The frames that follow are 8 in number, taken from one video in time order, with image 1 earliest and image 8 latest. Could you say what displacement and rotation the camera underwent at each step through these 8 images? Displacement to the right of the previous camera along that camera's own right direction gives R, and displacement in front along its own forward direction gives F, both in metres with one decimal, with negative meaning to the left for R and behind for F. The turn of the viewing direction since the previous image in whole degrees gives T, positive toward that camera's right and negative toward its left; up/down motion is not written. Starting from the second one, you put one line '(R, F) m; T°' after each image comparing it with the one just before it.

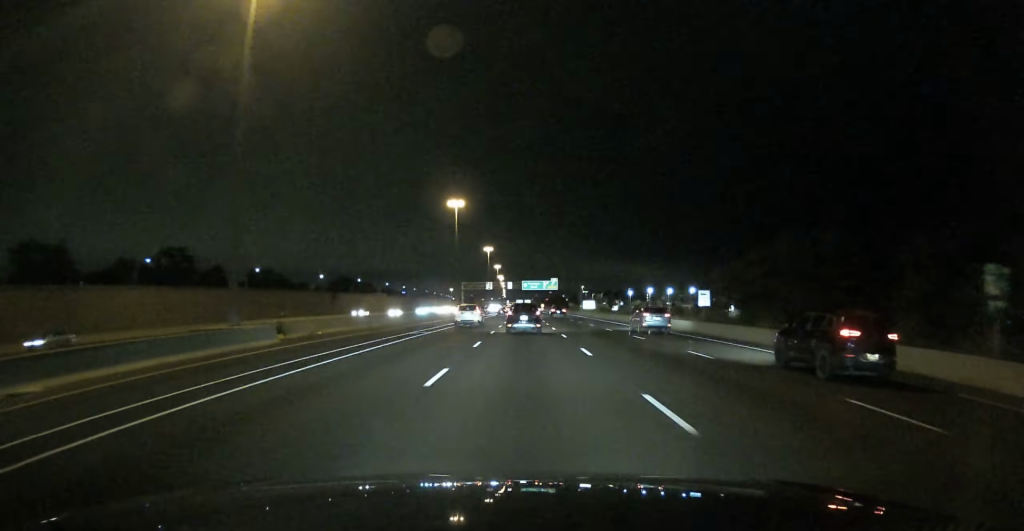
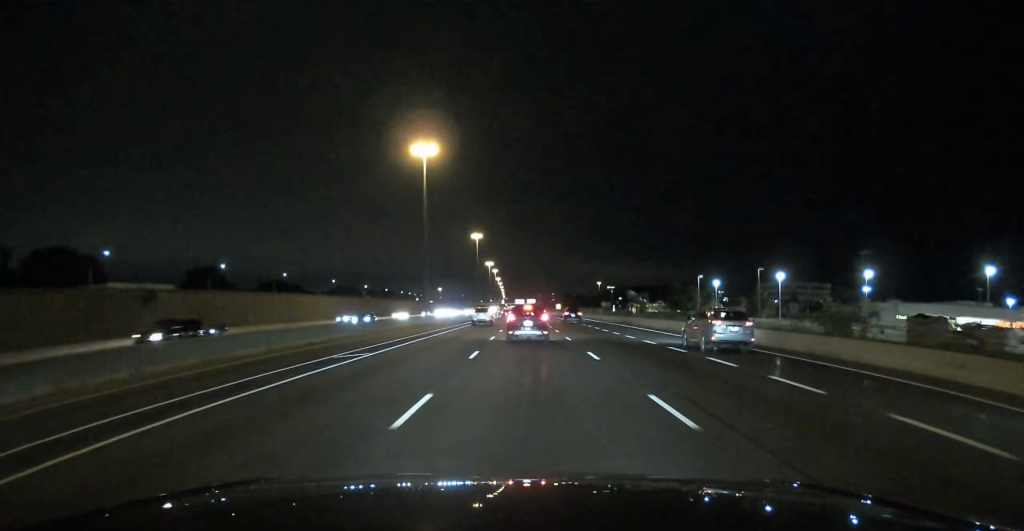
(-0.2, +169.8) m; -1°
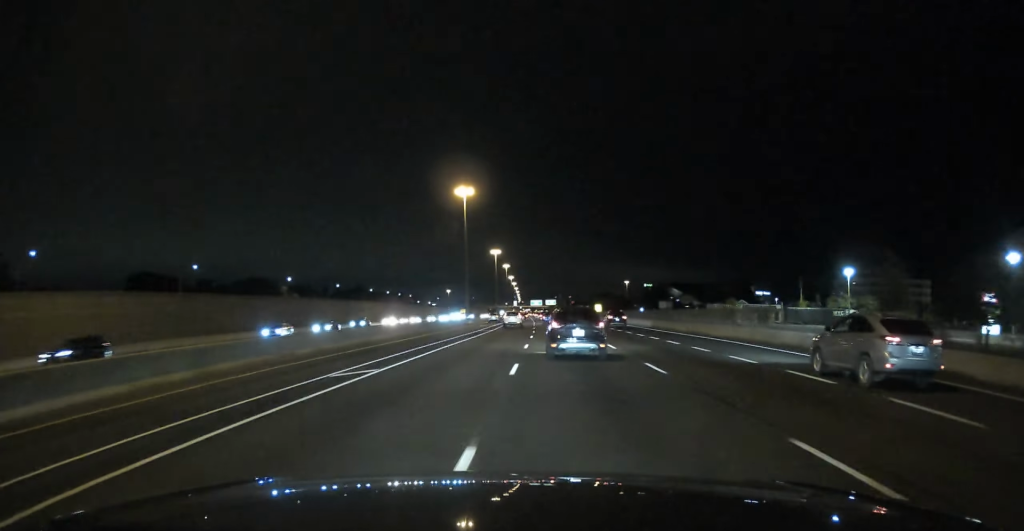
(-0.3, +79.6) m; 0°
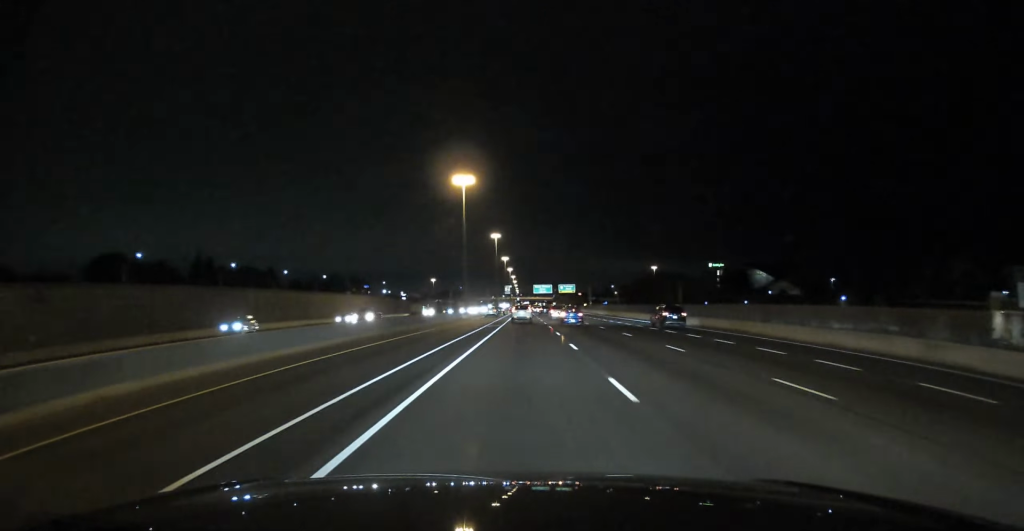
(-1.1, +111.8) m; -1°
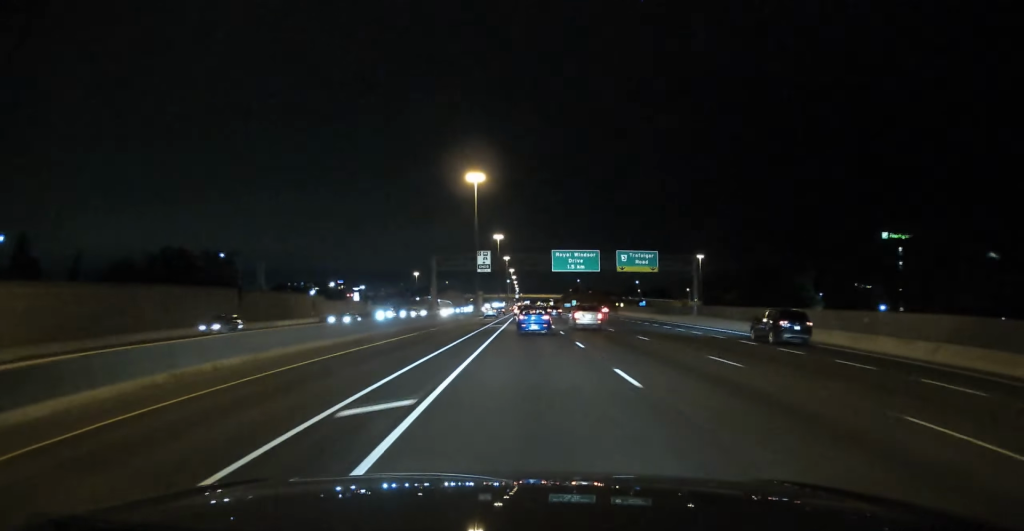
(-0.2, +94.5) m; 0°
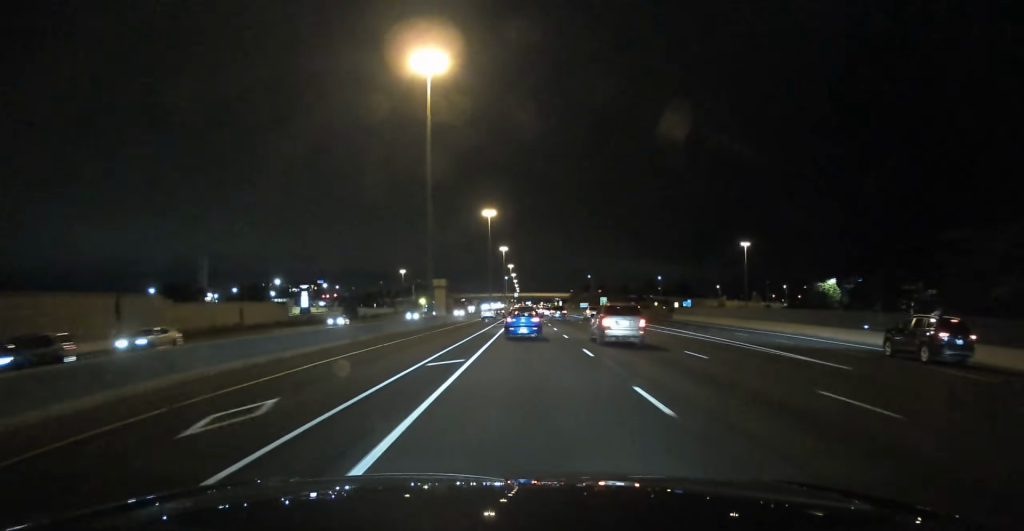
(0.0, +51.7) m; 0°
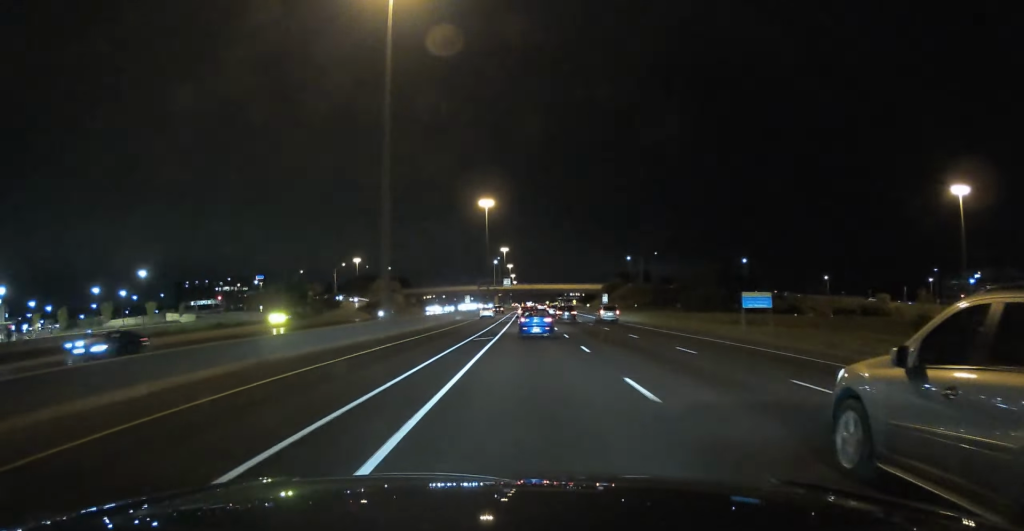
(+0.3, +128.6) m; 0°
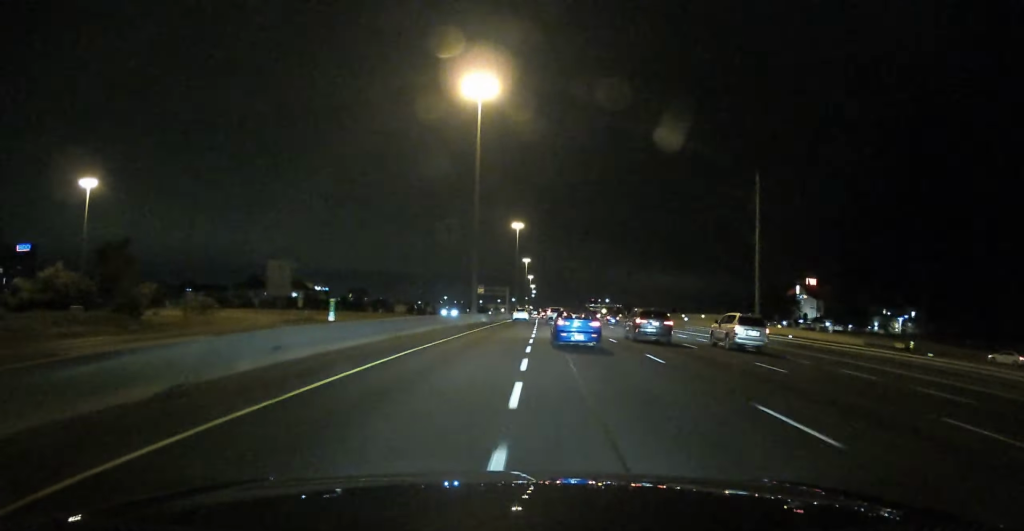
(-1.7, +368.8) m; -1°
